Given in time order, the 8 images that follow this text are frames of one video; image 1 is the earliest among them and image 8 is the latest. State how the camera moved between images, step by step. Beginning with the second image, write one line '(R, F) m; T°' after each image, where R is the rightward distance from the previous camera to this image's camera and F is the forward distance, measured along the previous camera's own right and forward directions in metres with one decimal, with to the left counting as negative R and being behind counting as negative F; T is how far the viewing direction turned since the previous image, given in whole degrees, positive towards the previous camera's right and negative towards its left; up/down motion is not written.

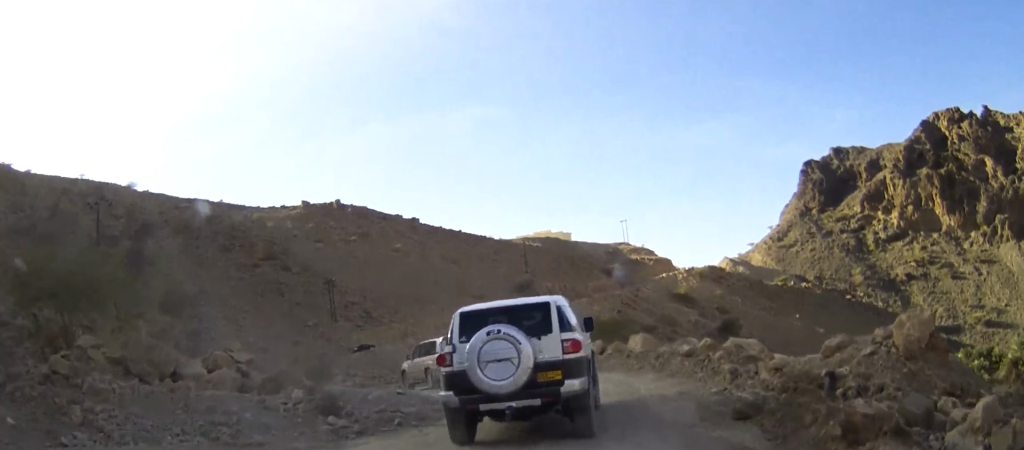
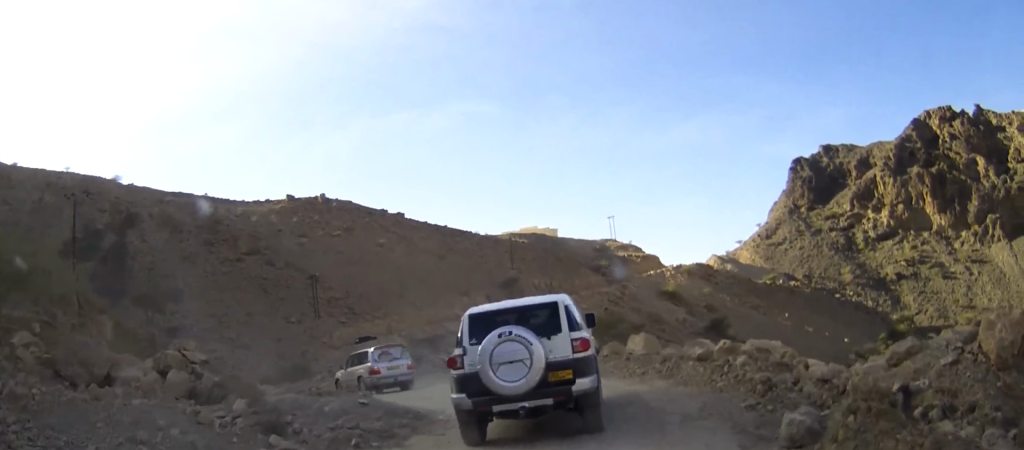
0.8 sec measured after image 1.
(-0.1, +2.1) m; +1°
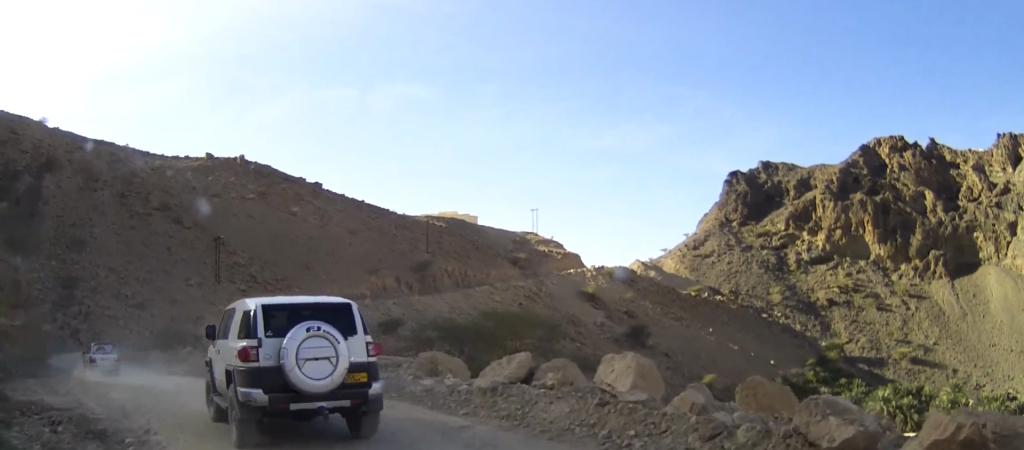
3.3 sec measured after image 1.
(+0.7, +7.7) m; +4°
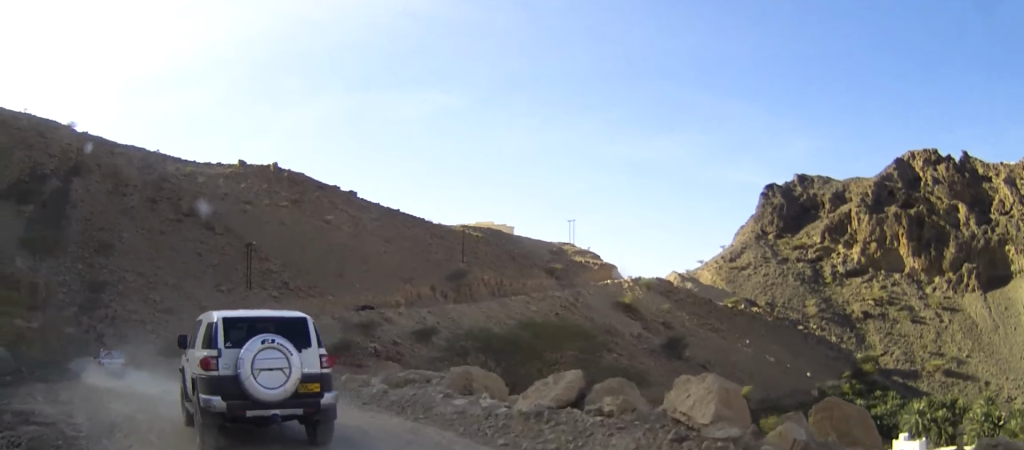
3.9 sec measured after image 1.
(0.0, +1.9) m; -3°
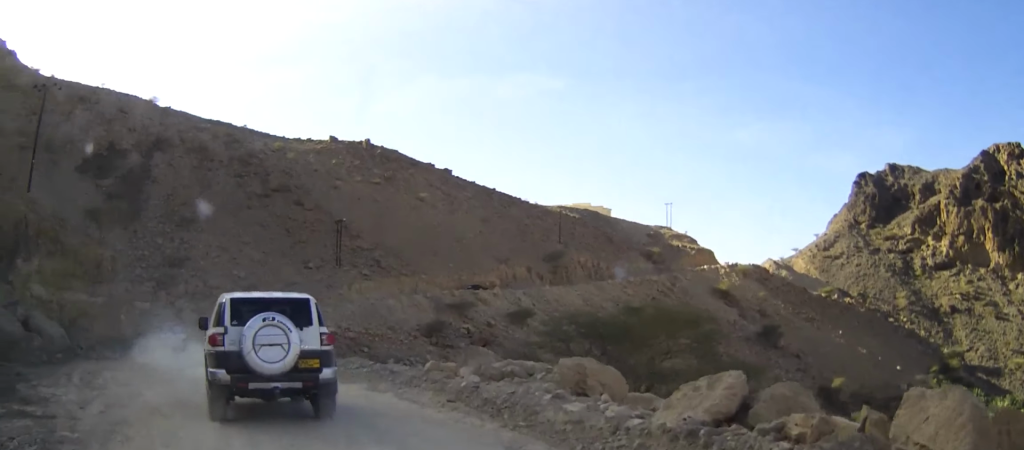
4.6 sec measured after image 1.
(-0.1, +2.8) m; -7°
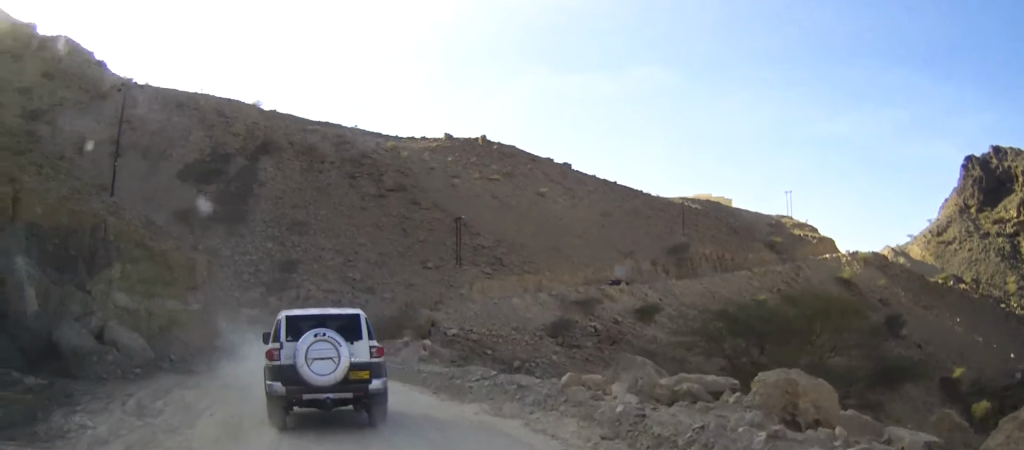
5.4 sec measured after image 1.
(-0.3, +3.4) m; -5°
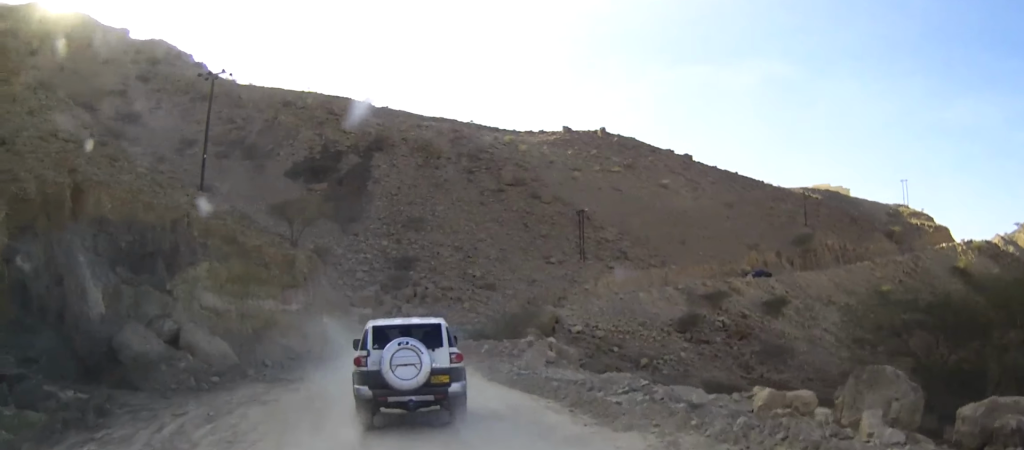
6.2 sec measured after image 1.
(-0.1, +3.4) m; -5°
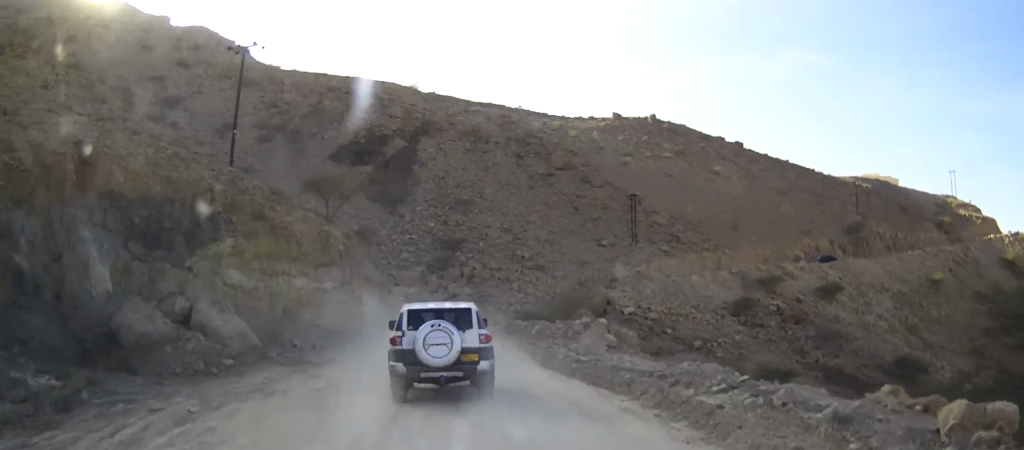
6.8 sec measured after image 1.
(0.0, +2.6) m; -4°
